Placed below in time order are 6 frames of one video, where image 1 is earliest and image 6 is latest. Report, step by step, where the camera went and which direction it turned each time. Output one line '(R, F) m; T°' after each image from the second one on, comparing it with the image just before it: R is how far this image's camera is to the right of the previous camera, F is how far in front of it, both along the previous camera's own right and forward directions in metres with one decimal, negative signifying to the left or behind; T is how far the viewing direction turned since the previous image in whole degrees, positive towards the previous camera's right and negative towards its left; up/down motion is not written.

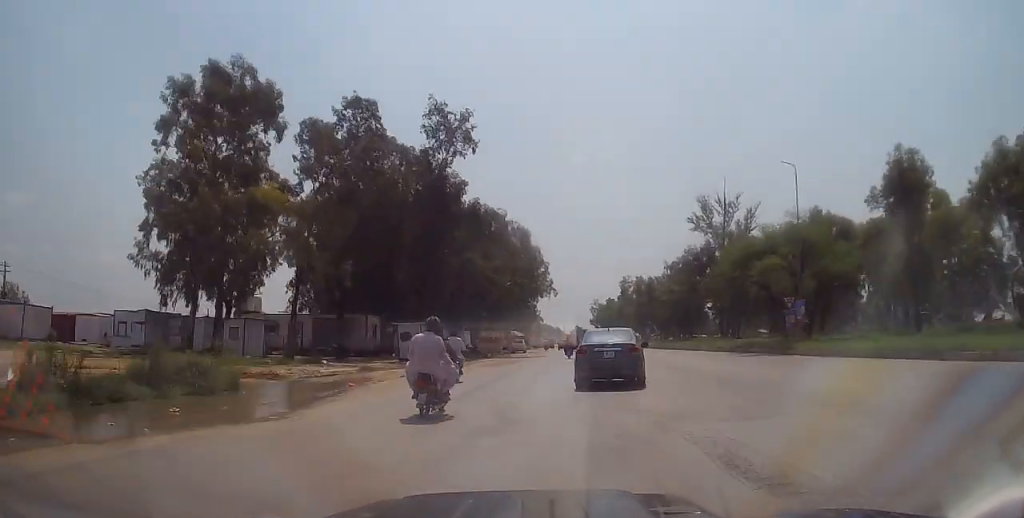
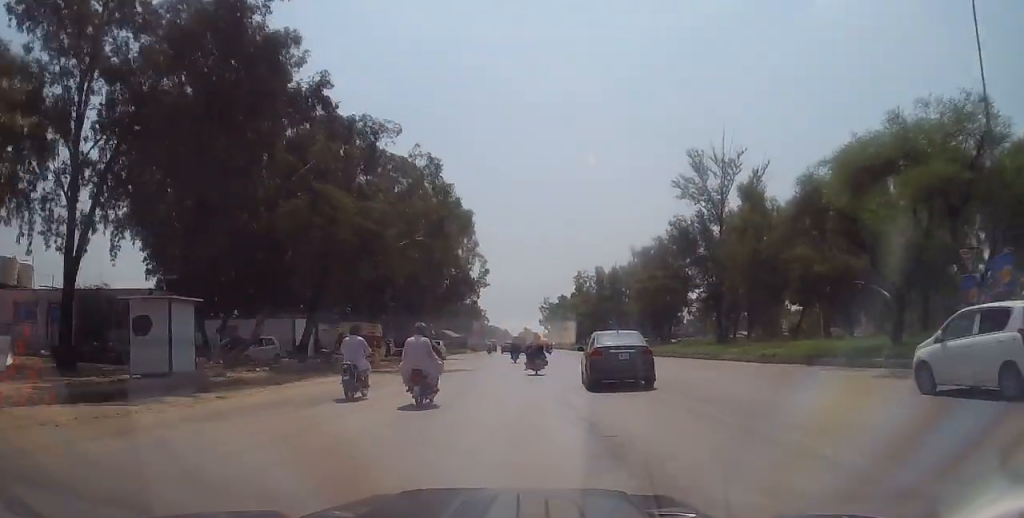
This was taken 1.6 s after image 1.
(+0.6, +22.5) m; +3°
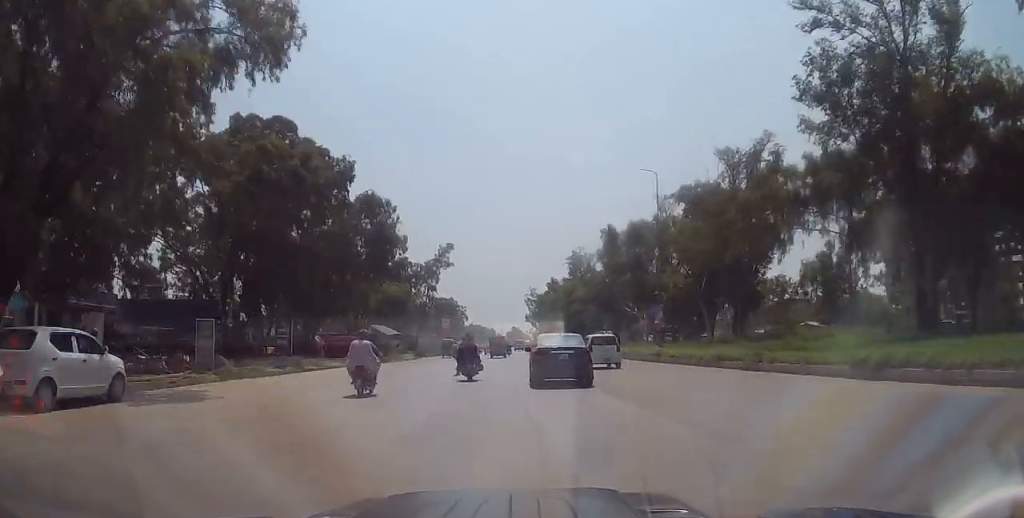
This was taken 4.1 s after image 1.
(+1.6, +36.9) m; +1°
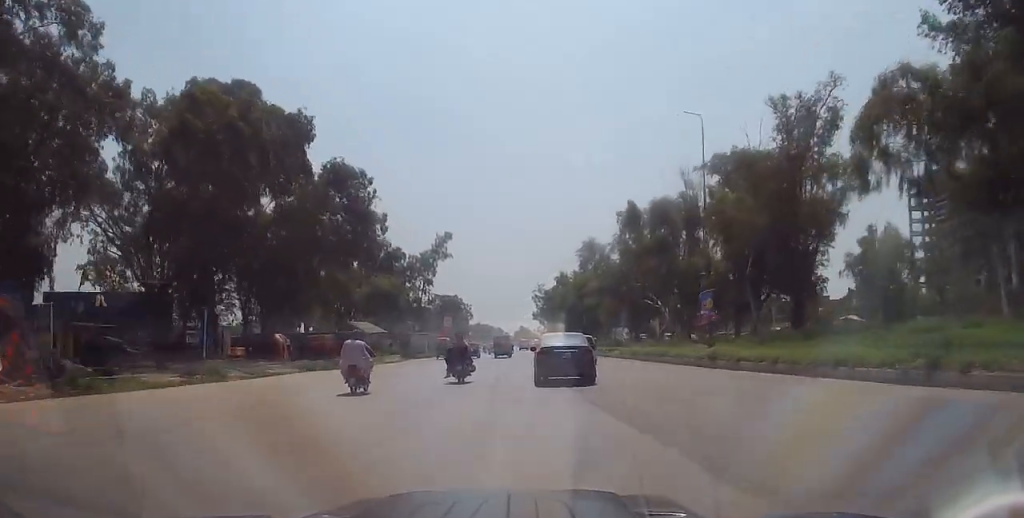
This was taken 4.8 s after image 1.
(-0.2, +9.5) m; 0°
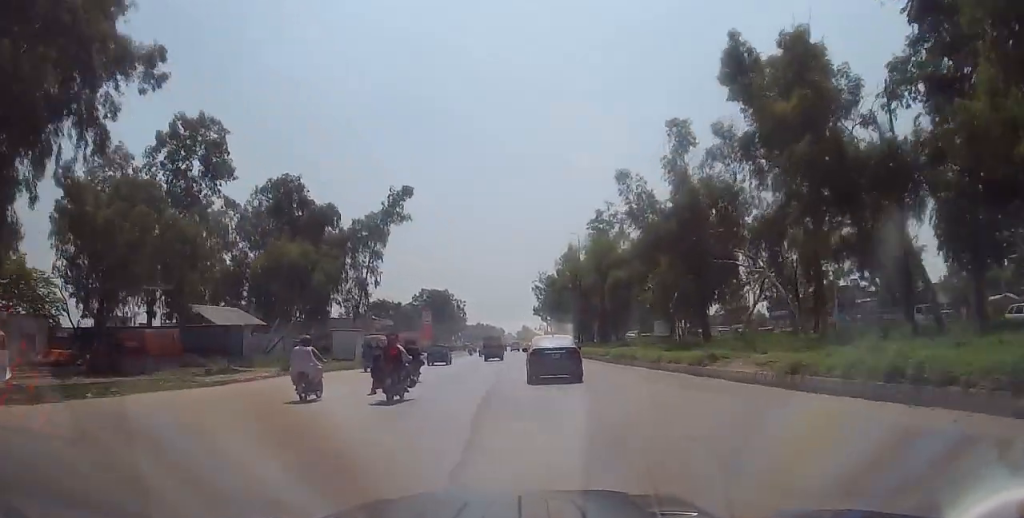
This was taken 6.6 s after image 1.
(+0.1, +28.5) m; 0°
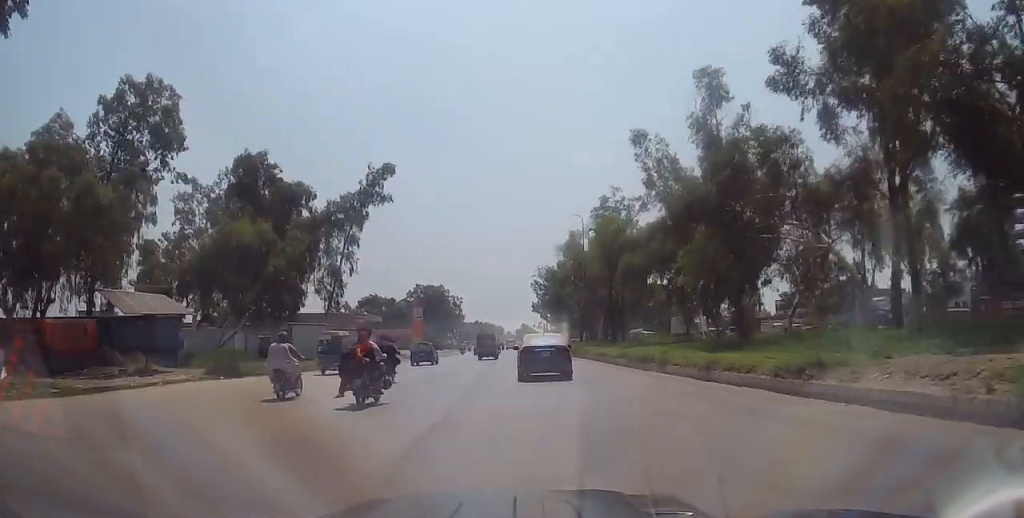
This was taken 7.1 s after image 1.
(-0.1, +7.9) m; -1°
